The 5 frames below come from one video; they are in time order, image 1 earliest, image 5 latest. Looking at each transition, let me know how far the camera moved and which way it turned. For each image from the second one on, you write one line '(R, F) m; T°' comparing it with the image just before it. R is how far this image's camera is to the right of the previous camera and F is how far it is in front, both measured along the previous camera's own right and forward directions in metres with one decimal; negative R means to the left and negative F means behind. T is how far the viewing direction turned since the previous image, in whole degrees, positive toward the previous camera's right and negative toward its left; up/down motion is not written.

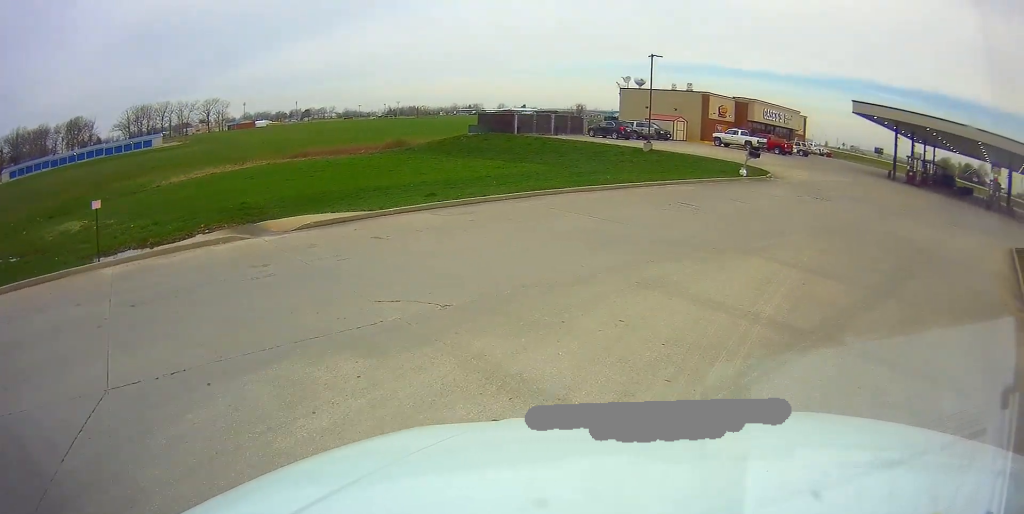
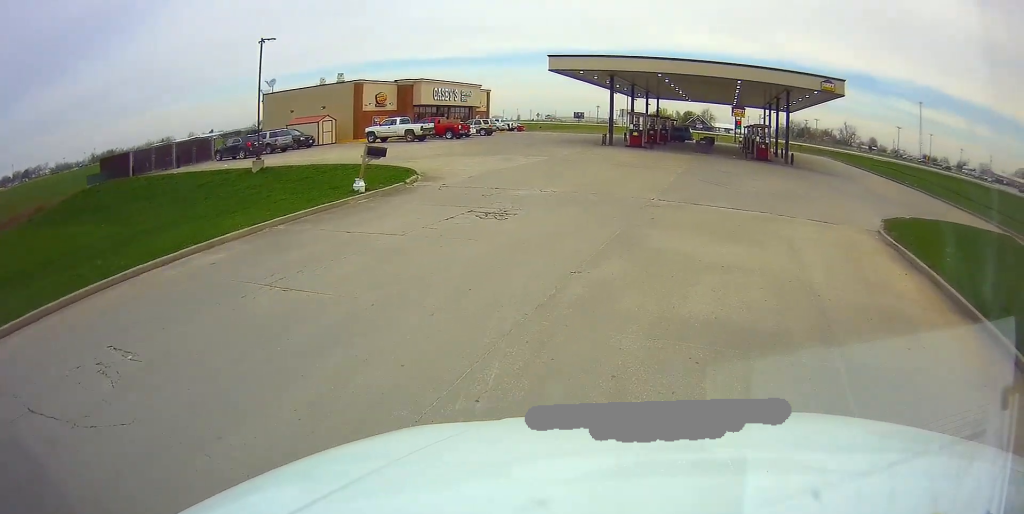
(+2.6, +10.6) m; +18°
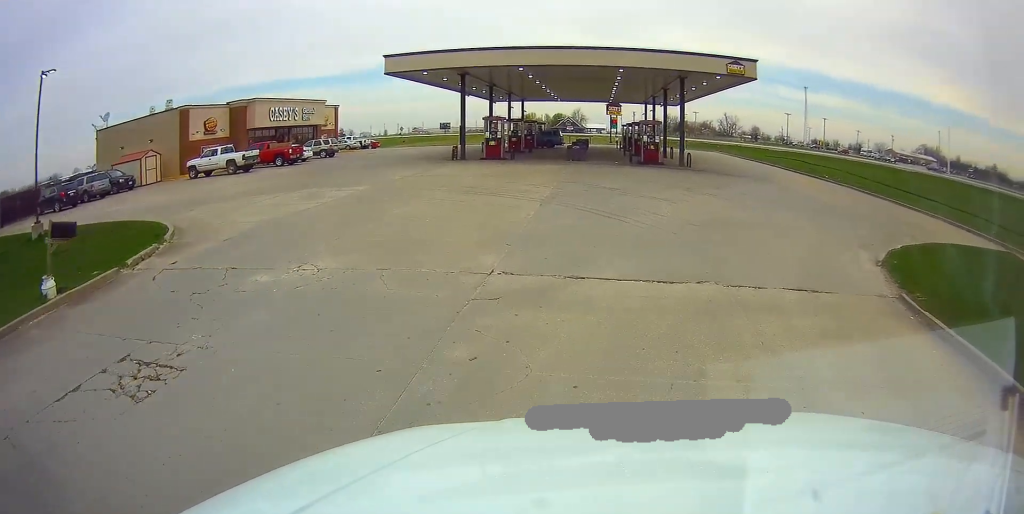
(+0.2, +6.7) m; +7°
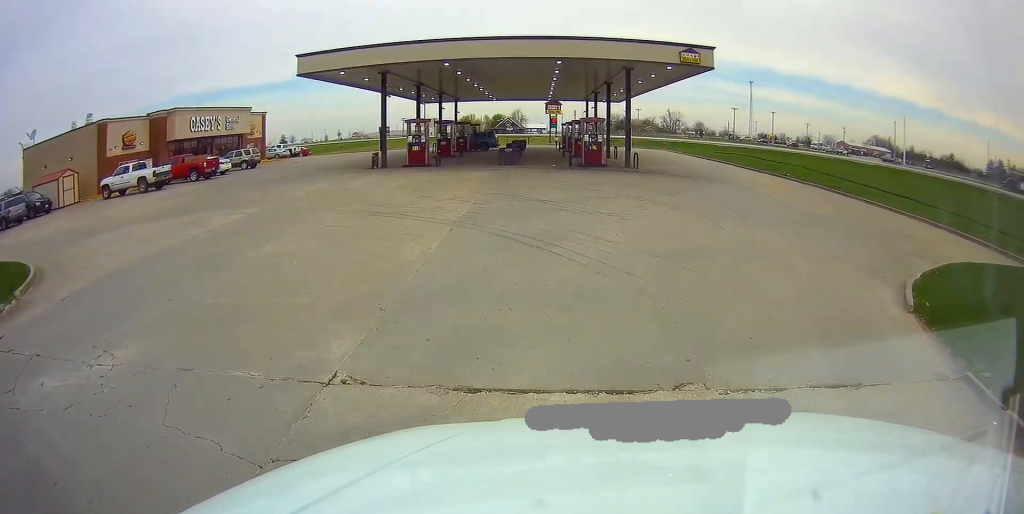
(-0.1, +3.2) m; +4°
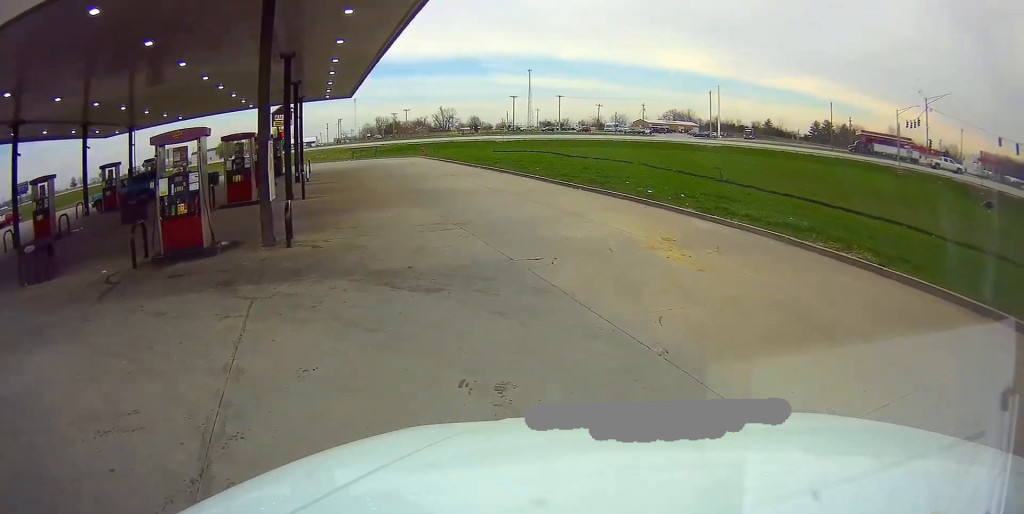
(+2.8, +15.6) m; +12°
